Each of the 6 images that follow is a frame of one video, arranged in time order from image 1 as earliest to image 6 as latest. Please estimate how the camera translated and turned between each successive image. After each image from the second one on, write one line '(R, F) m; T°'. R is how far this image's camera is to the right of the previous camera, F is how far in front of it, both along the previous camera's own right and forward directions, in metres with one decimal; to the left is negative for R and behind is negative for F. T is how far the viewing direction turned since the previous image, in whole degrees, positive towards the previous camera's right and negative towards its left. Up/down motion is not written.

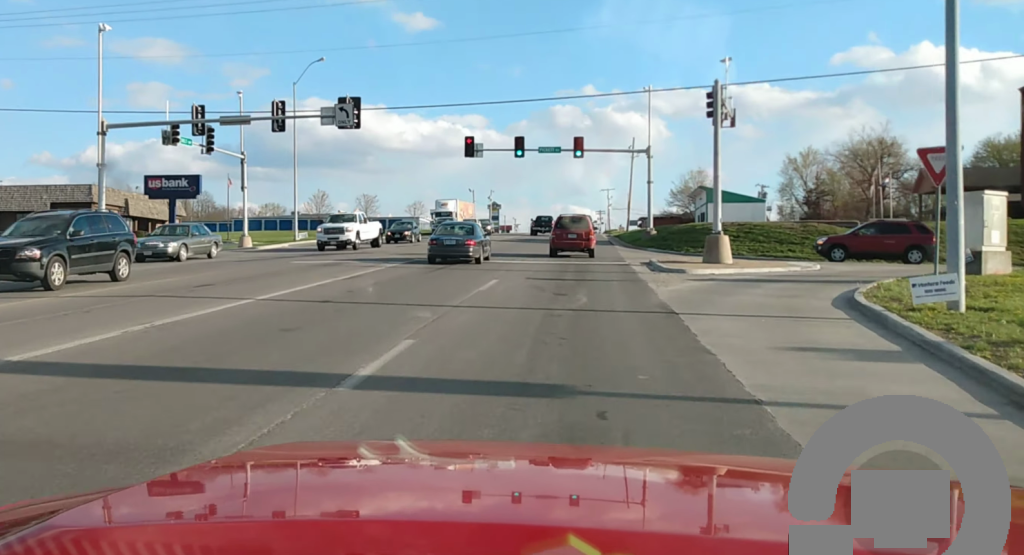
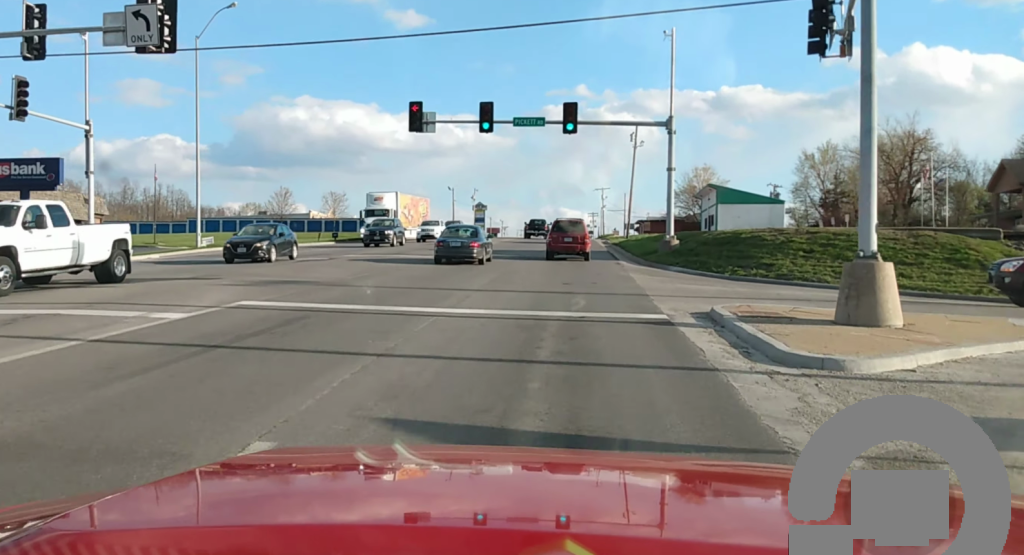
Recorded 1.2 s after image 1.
(-0.1, +17.0) m; 0°
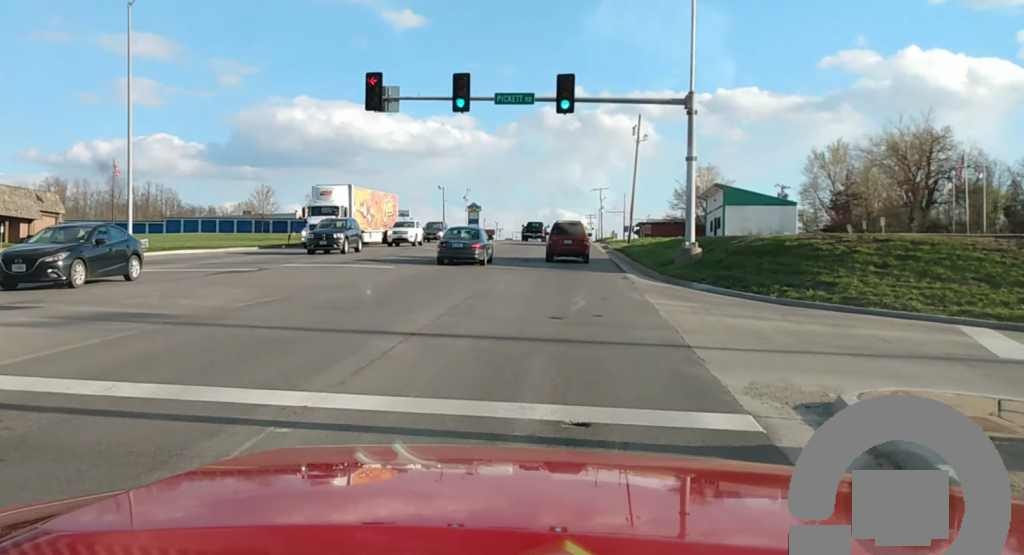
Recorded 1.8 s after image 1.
(-0.1, +8.1) m; +1°
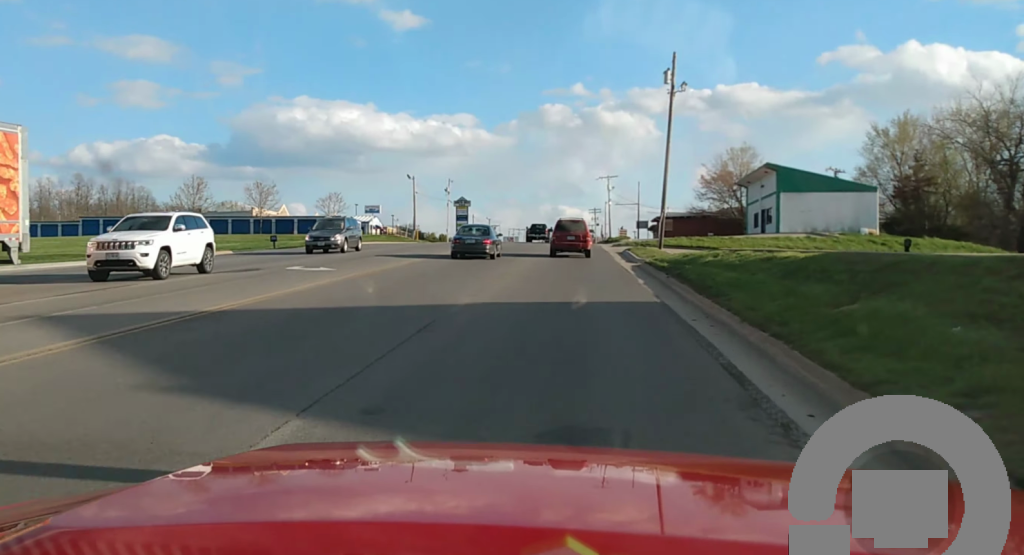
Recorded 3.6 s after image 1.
(+0.9, +27.3) m; +2°
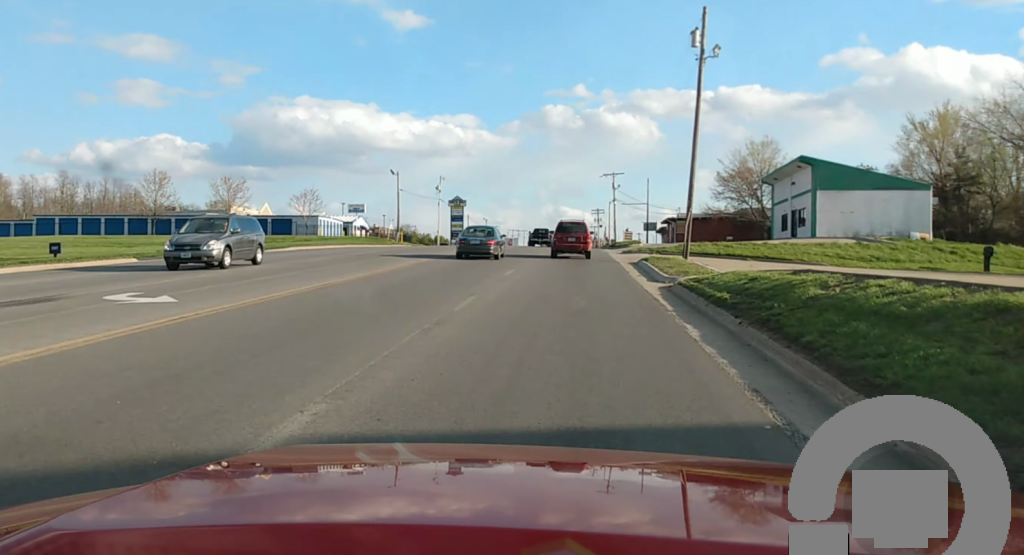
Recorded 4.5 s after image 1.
(0.0, +12.3) m; 0°
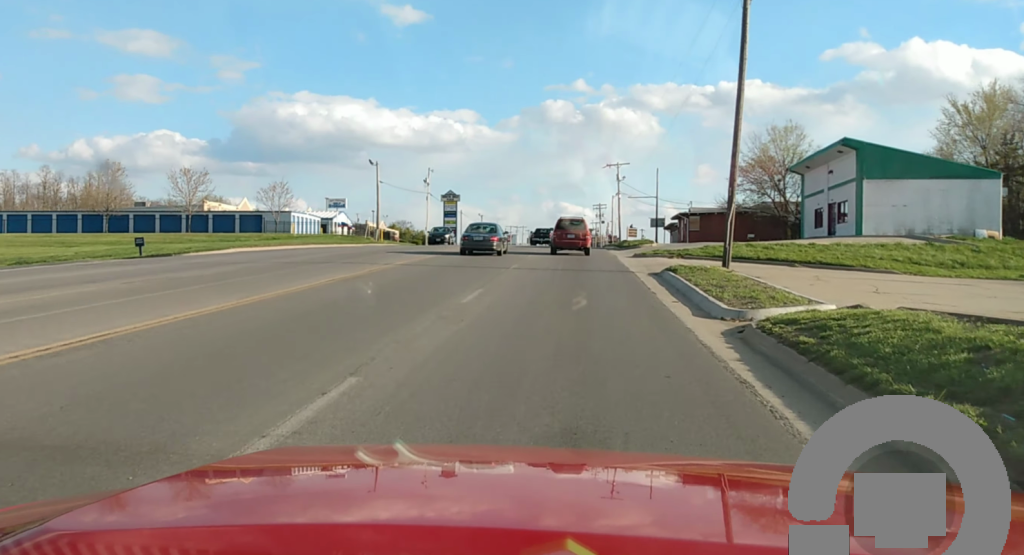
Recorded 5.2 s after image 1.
(+0.1, +9.7) m; 0°
